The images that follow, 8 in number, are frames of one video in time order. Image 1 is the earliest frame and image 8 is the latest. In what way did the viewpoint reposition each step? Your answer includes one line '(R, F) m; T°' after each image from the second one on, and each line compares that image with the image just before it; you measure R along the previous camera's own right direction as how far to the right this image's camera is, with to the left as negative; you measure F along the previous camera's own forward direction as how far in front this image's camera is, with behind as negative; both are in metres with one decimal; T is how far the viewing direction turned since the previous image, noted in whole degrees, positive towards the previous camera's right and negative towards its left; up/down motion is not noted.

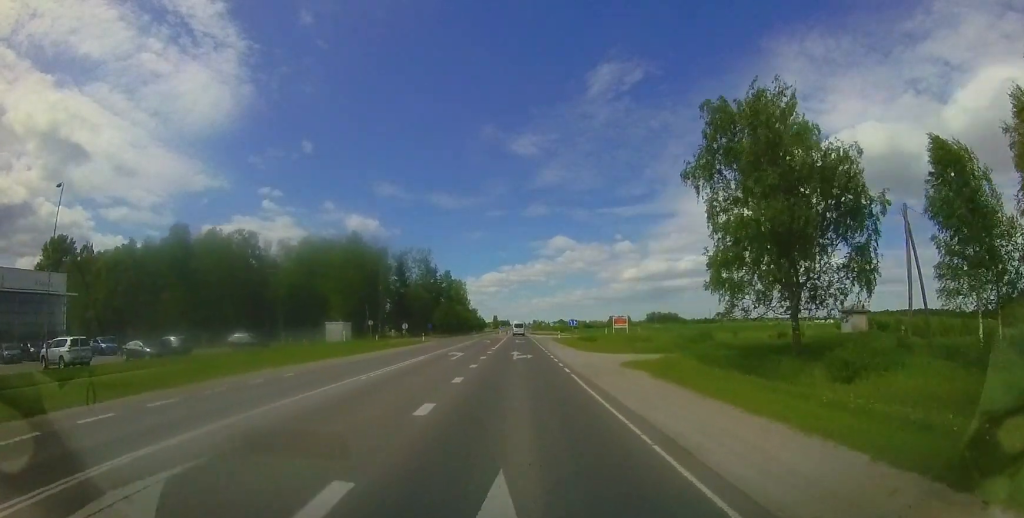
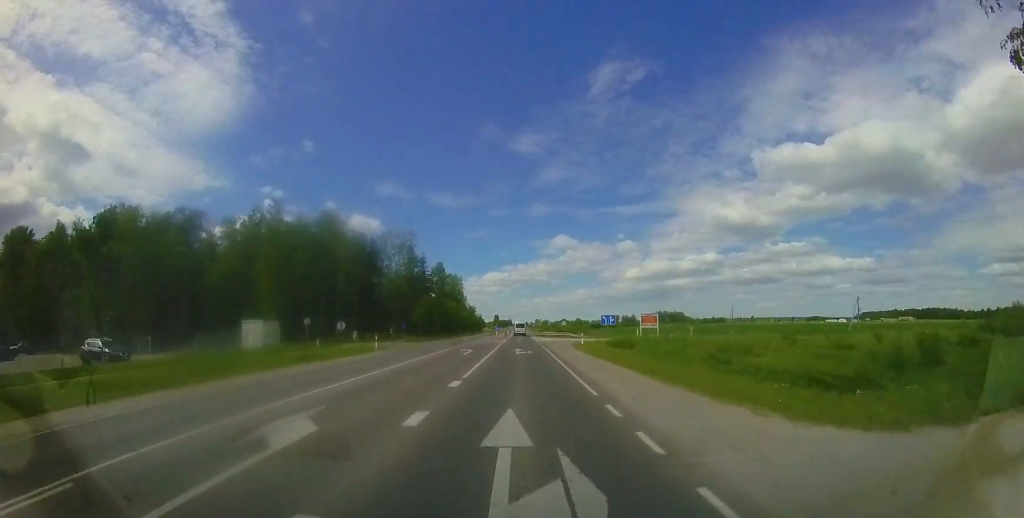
(-0.2, +16.4) m; -1°
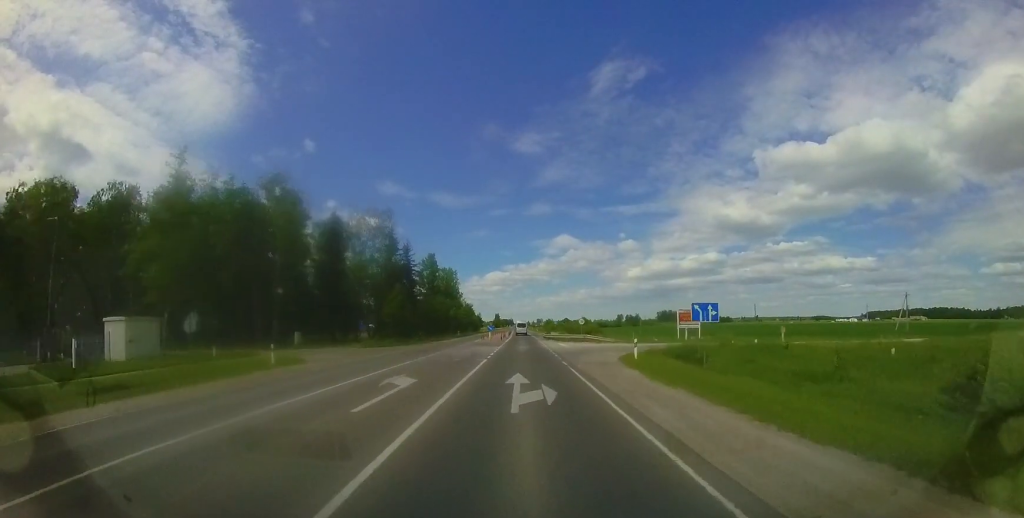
(-0.3, +14.9) m; -1°
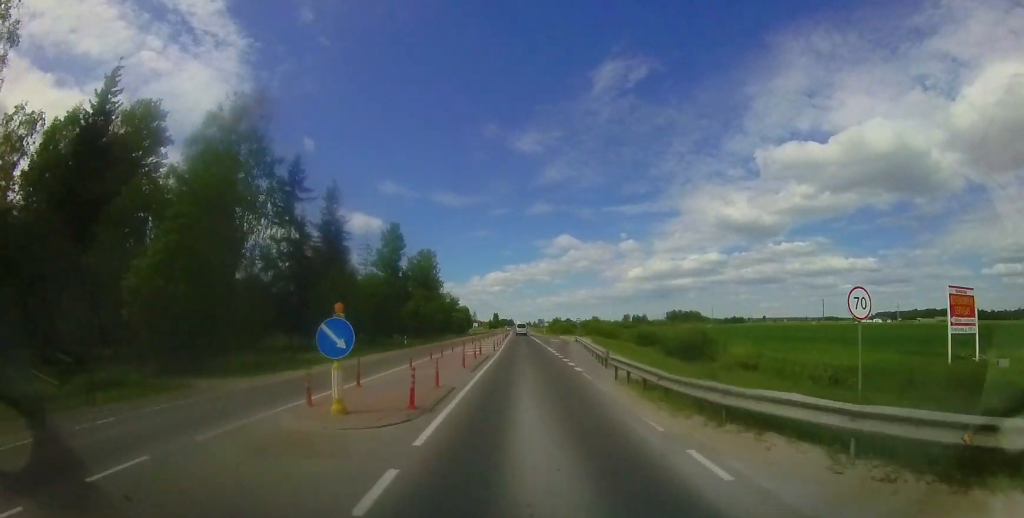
(+0.2, +34.0) m; +1°
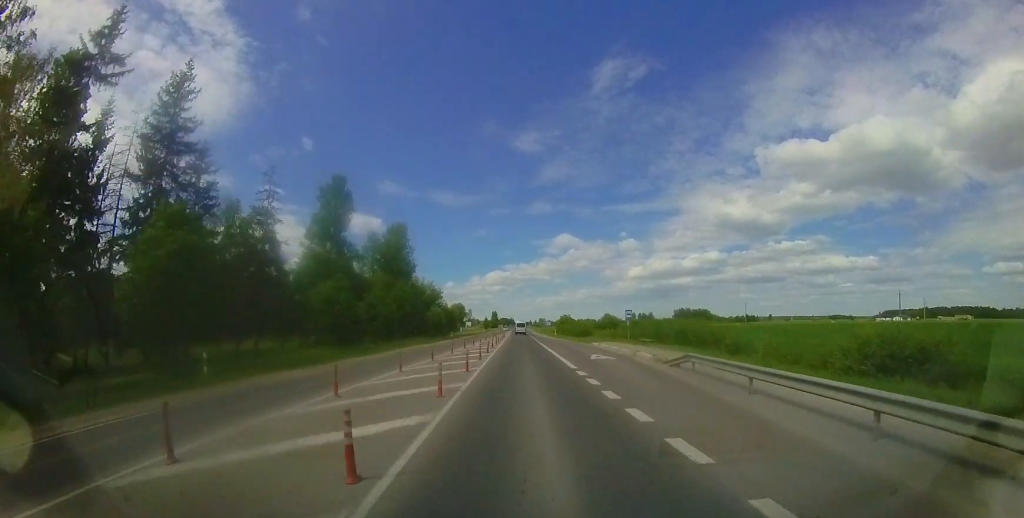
(+0.4, +25.7) m; +1°
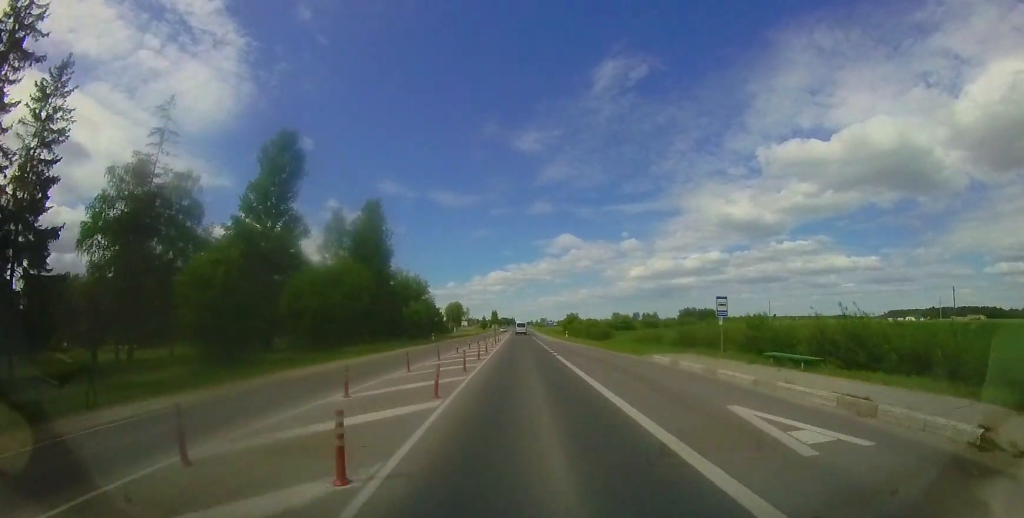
(0.0, +14.3) m; 0°
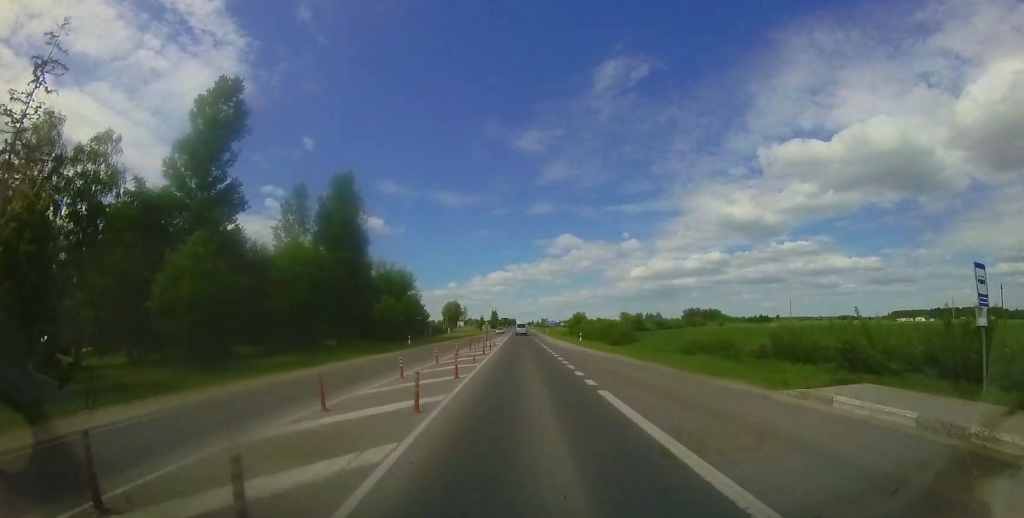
(0.0, +11.1) m; 0°
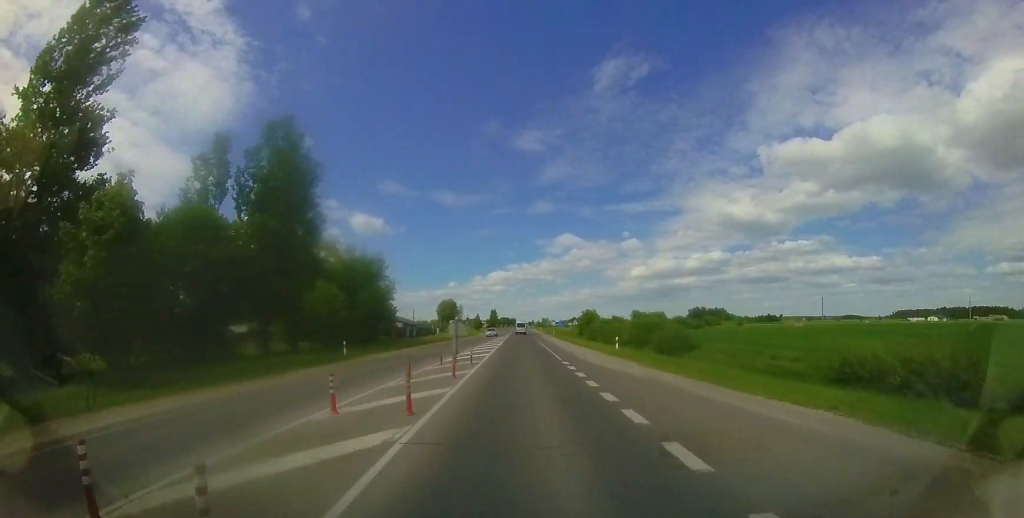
(-0.2, +14.7) m; 0°
